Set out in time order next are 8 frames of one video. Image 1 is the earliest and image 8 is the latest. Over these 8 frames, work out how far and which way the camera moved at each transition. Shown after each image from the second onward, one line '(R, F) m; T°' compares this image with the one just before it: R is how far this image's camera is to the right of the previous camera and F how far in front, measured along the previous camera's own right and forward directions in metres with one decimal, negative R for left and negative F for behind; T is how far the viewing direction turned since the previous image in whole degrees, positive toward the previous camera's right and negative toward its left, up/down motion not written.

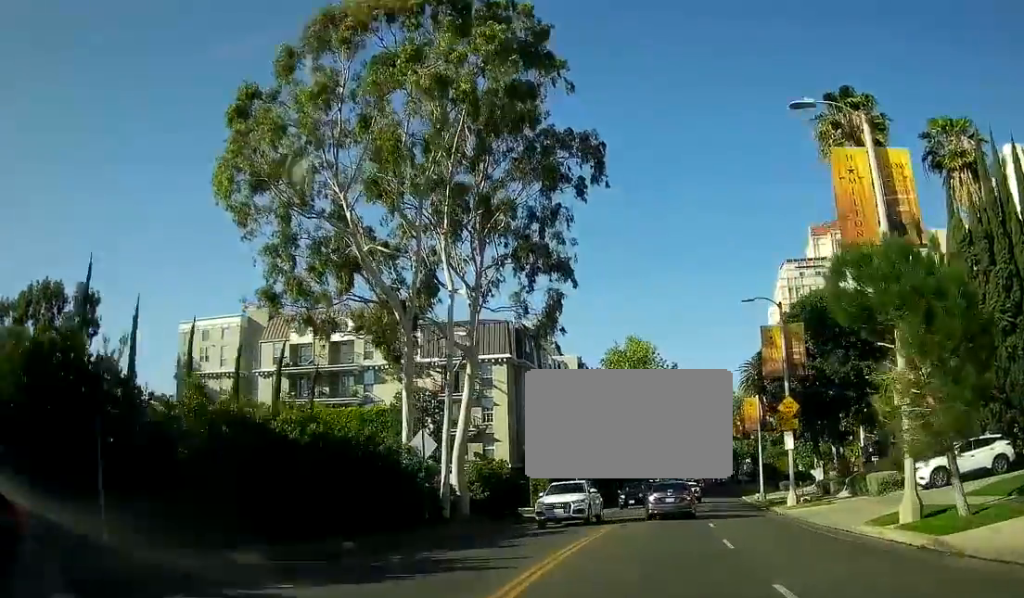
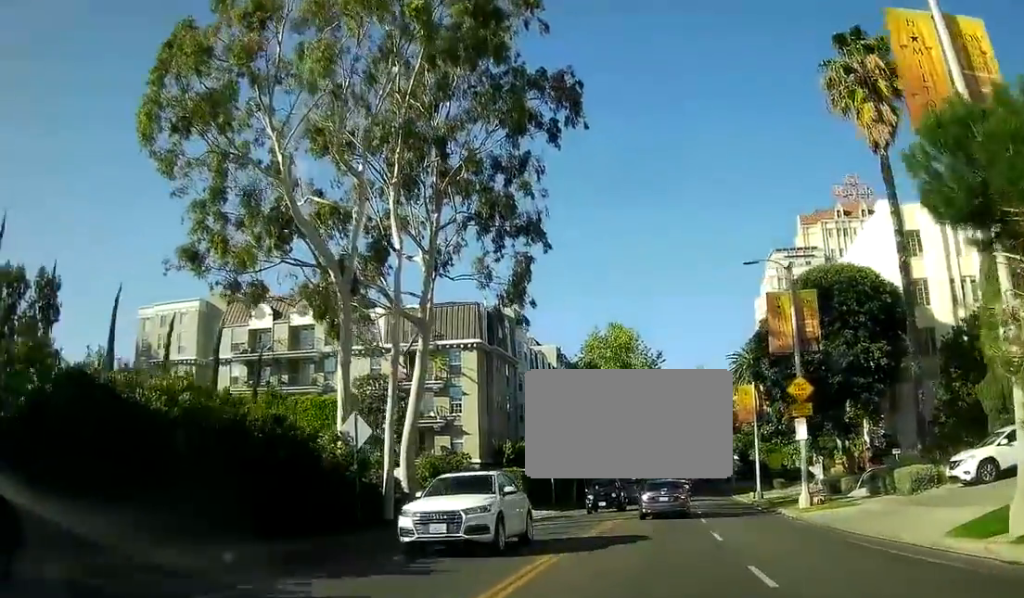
(0.0, +5.5) m; 0°
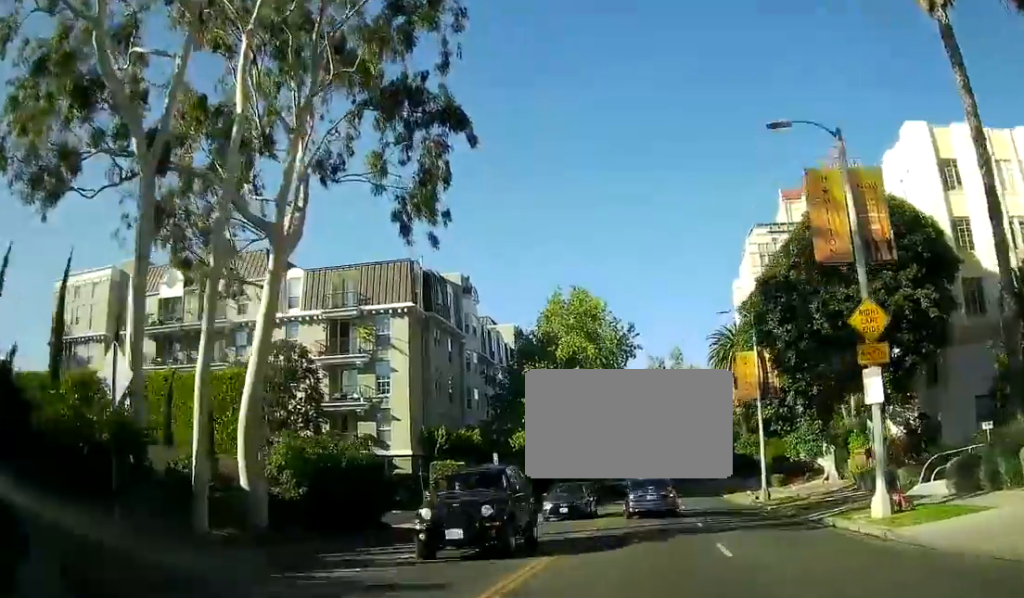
(0.0, +10.9) m; 0°
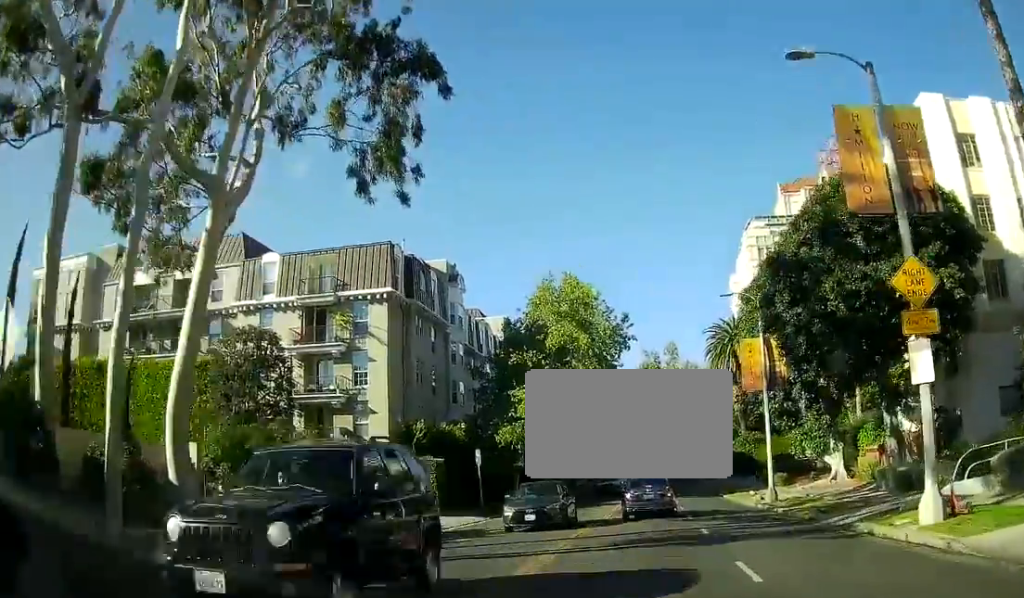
(0.0, +3.0) m; 0°
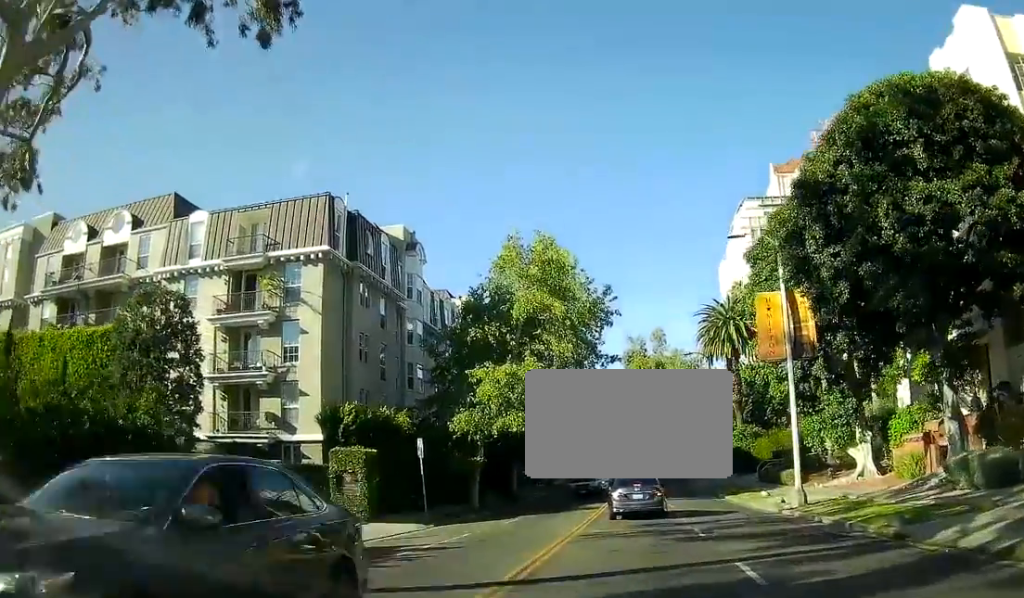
(0.0, +7.8) m; 0°
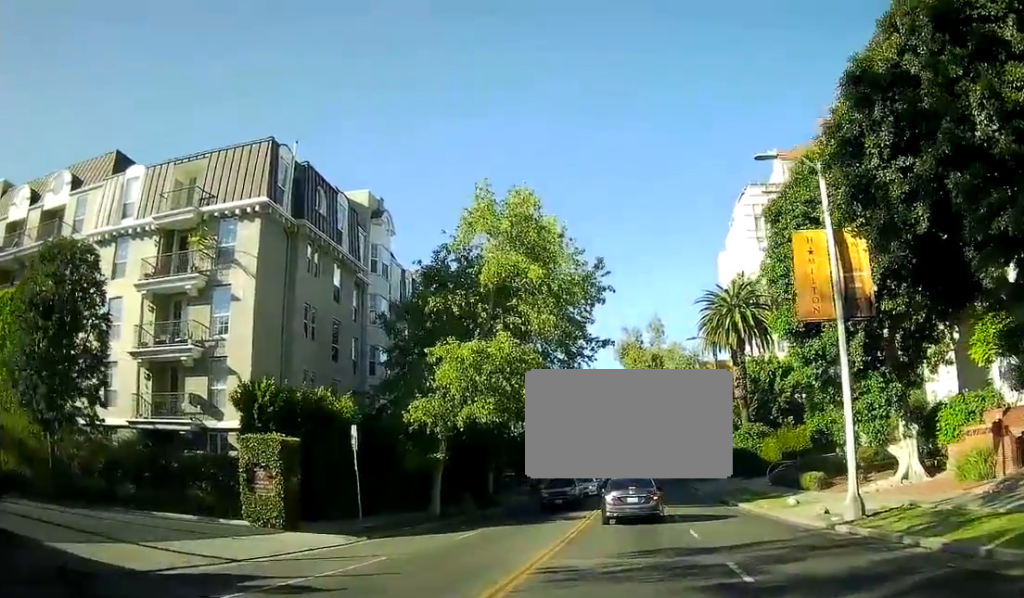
(0.0, +7.0) m; 0°
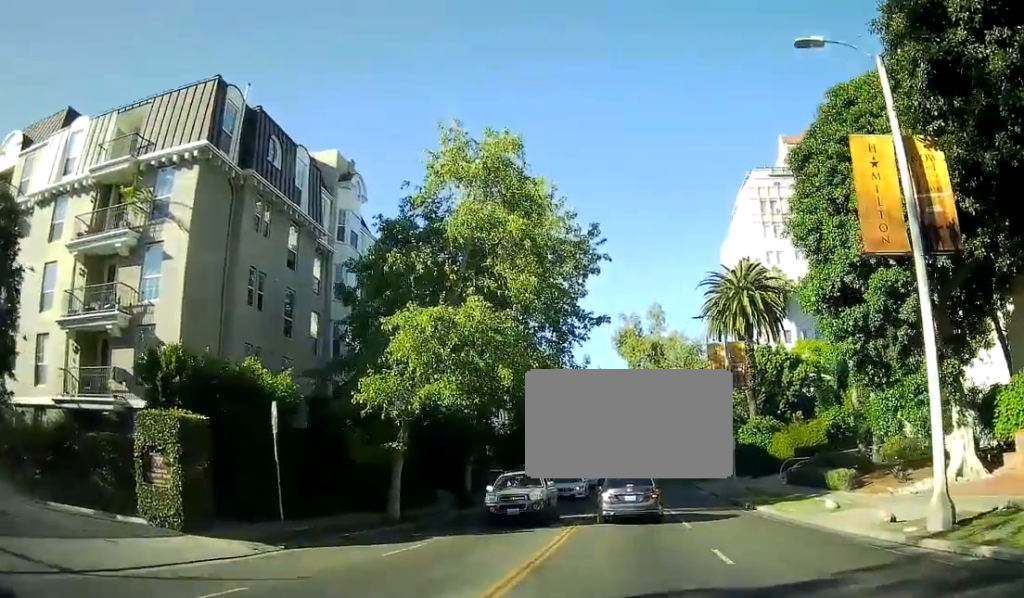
(0.0, +5.8) m; 0°
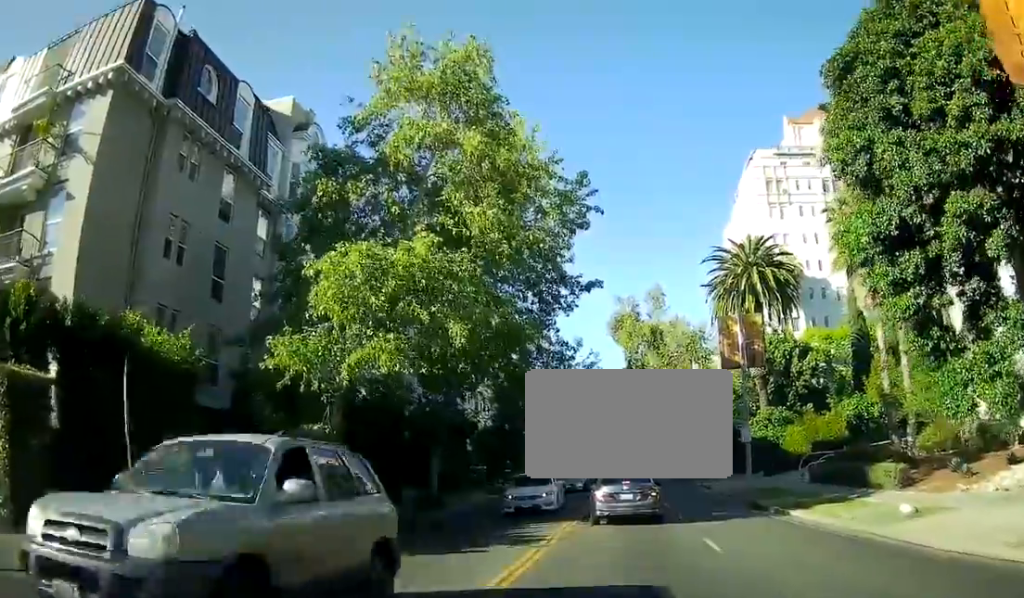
(-0.3, +7.1) m; -8°
